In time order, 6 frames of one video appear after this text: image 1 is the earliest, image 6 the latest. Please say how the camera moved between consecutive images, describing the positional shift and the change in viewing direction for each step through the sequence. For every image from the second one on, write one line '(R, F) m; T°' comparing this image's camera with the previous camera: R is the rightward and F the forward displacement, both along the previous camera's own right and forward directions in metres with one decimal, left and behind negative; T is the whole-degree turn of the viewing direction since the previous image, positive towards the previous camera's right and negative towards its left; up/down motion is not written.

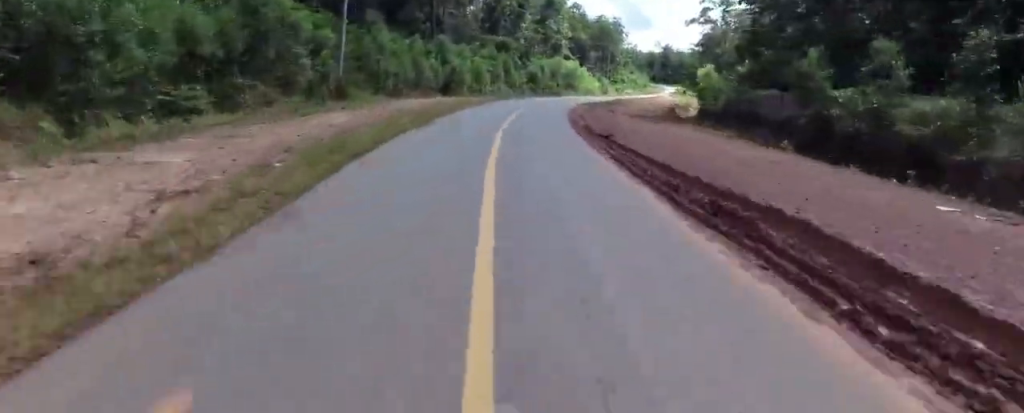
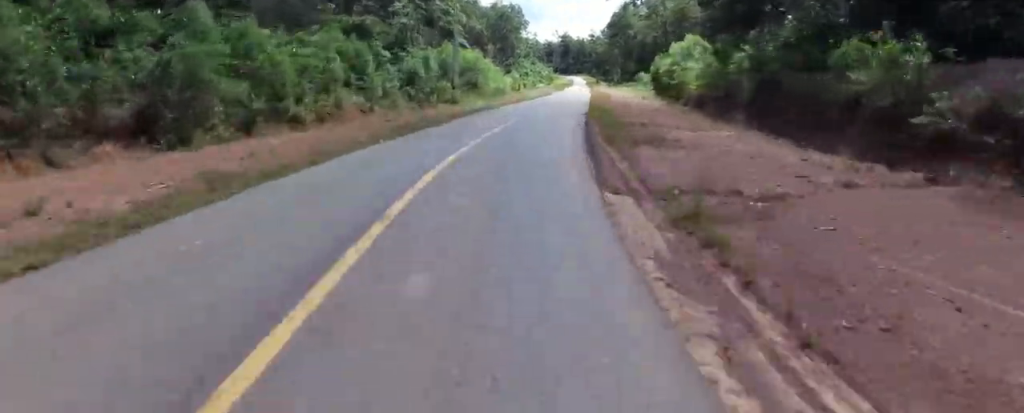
(+0.5, +34.4) m; +8°
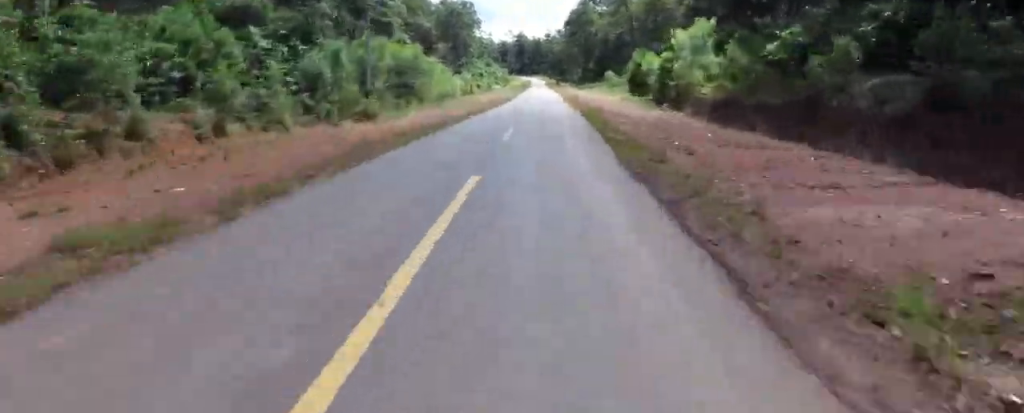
(+0.6, +14.2) m; +6°
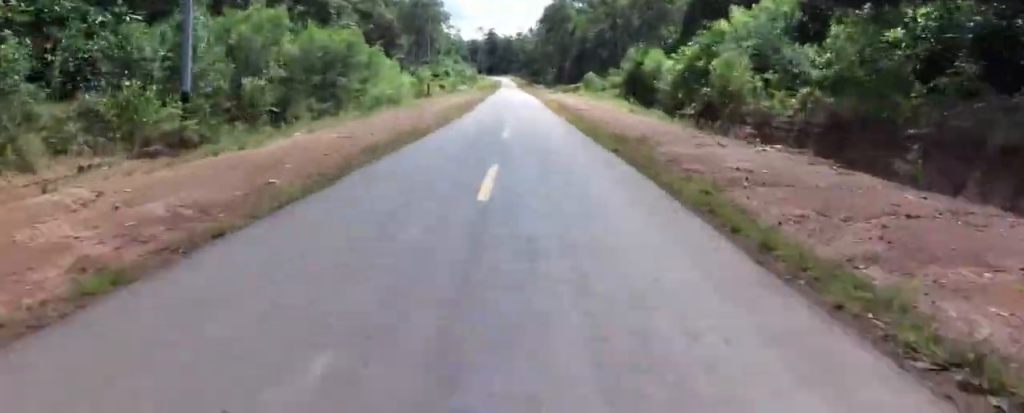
(+1.3, +15.2) m; +5°
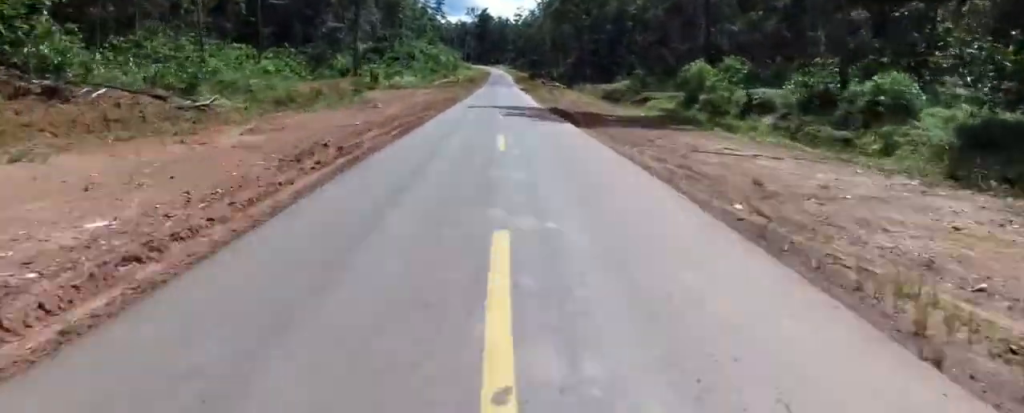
(+3.0, +60.6) m; +4°
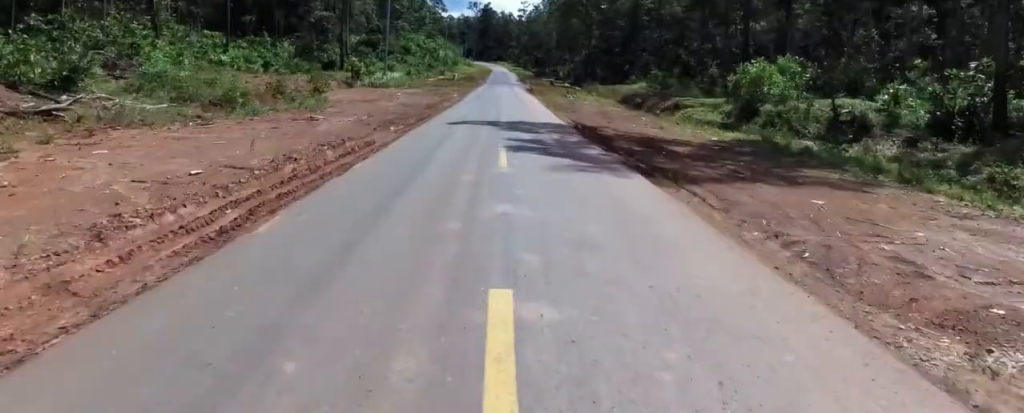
(+0.5, +9.6) m; 0°
